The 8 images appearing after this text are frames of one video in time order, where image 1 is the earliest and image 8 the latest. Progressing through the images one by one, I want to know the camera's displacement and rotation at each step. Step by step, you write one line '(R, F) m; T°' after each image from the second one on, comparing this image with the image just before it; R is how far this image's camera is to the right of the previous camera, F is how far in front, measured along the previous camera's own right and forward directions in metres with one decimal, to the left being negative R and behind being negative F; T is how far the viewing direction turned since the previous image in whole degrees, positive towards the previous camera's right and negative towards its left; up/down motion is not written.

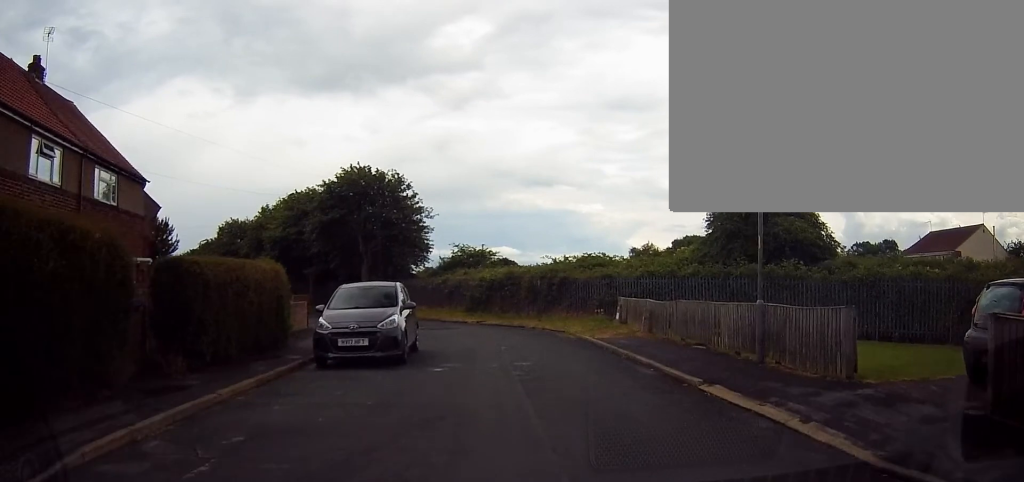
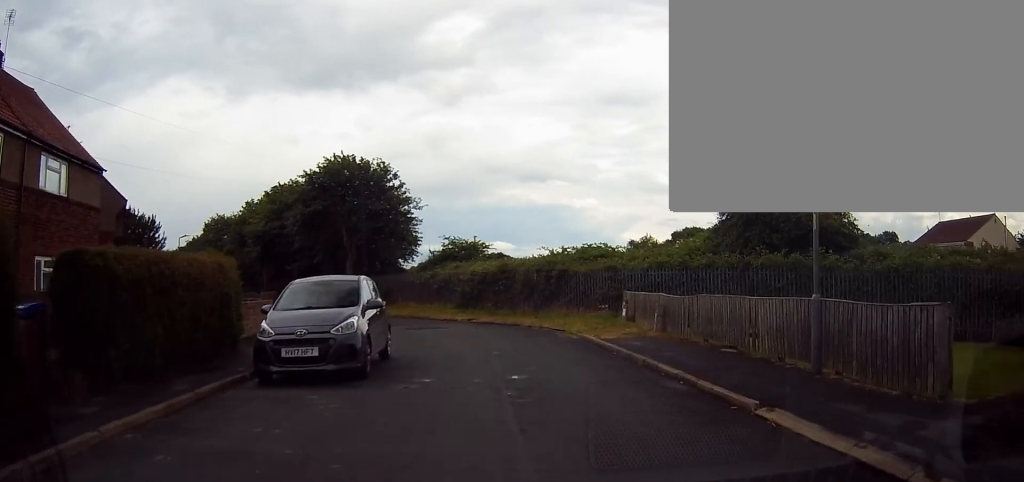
(0.0, +2.5) m; -1°
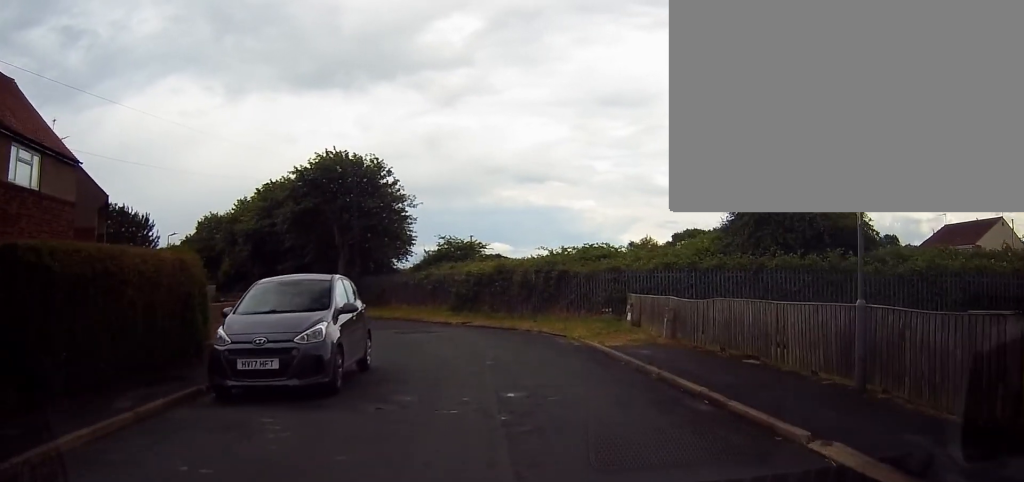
(-0.2, +1.4) m; 0°
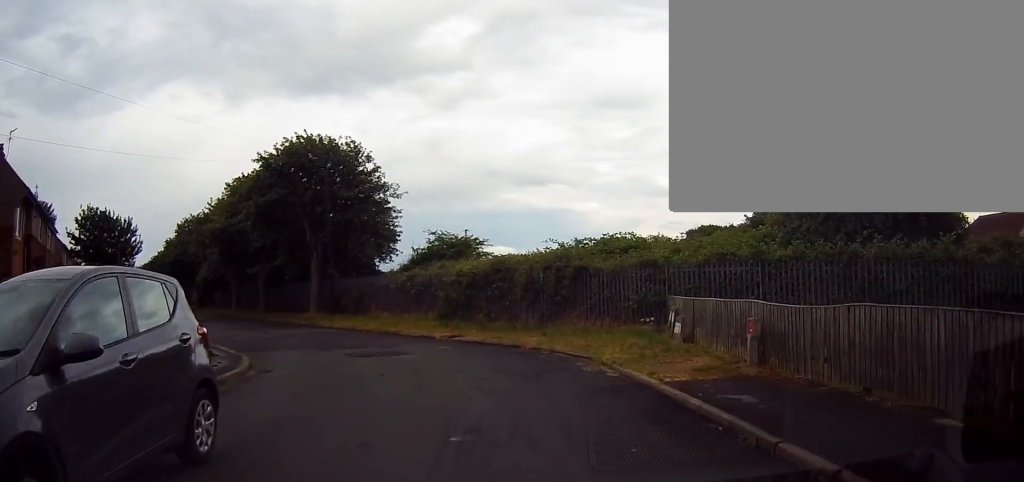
(+0.5, +5.8) m; +5°
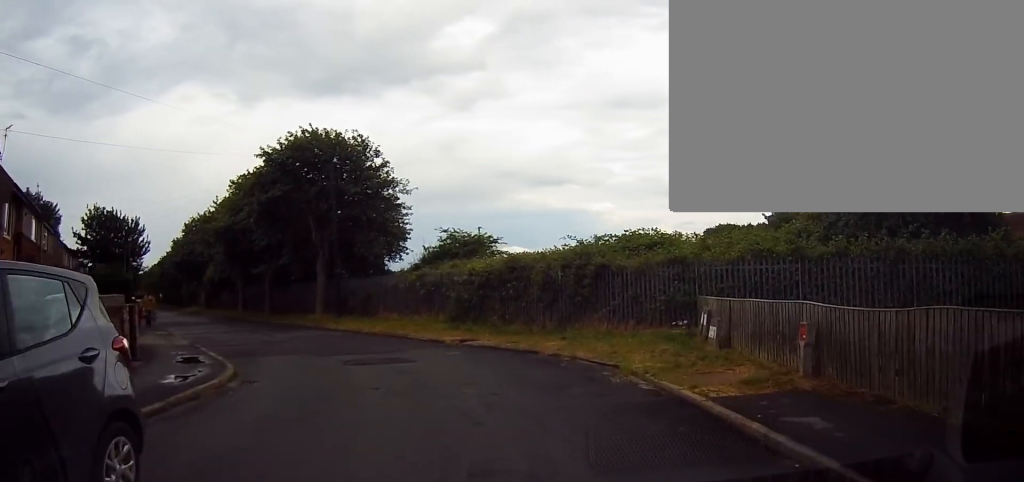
(+0.1, +1.5) m; -2°
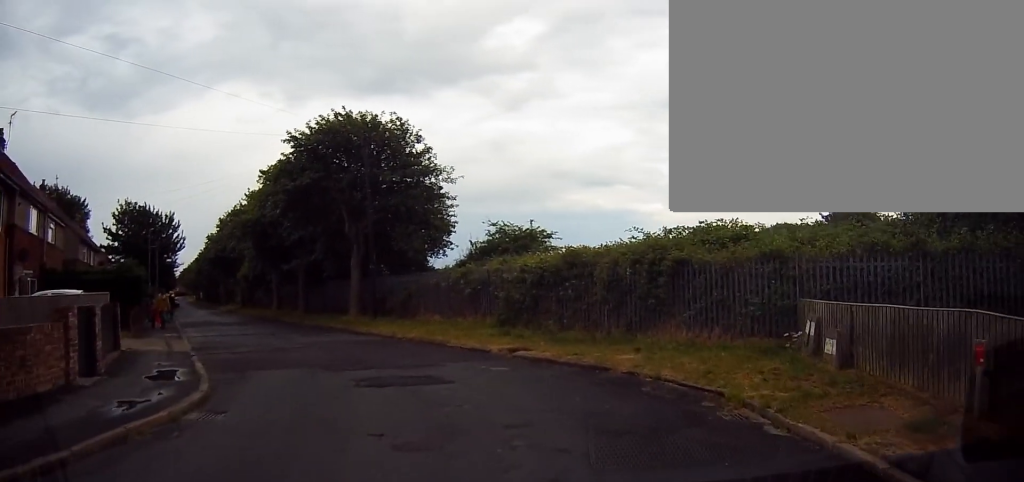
(-0.2, +3.0) m; -8°
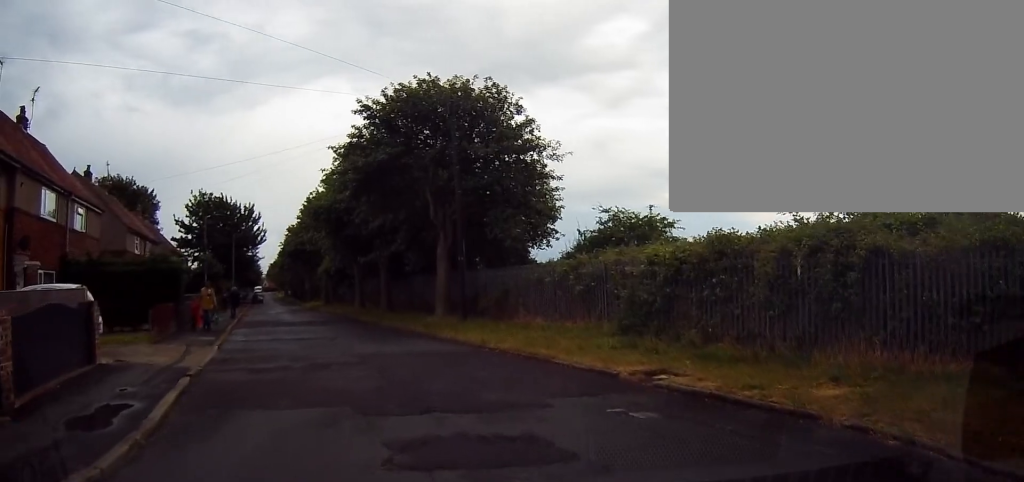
(-0.3, +4.3) m; -10°
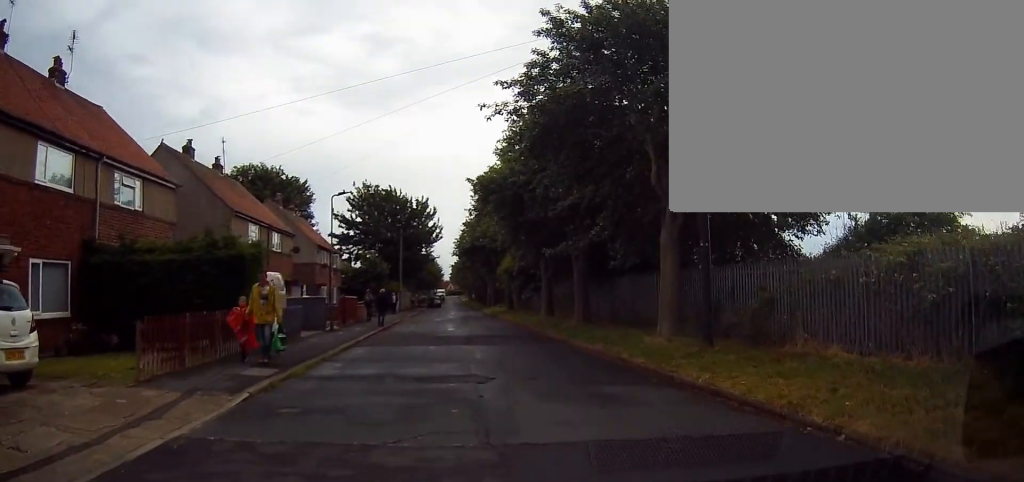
(-0.5, +8.1) m; -16°
